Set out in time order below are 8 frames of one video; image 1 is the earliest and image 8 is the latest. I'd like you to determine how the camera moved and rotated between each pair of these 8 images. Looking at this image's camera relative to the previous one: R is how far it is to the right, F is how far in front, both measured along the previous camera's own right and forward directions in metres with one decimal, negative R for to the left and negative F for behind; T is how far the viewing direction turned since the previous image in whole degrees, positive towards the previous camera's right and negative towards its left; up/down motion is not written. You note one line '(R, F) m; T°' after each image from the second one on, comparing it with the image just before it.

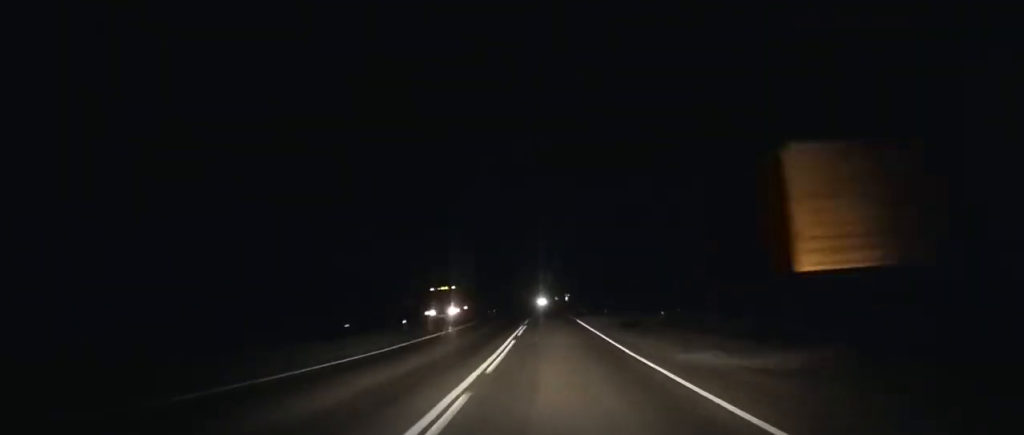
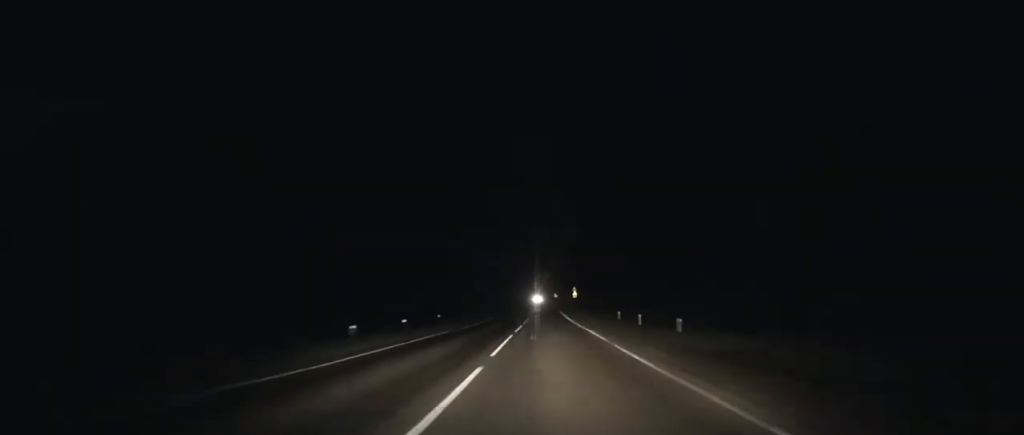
(-0.2, +55.0) m; 0°
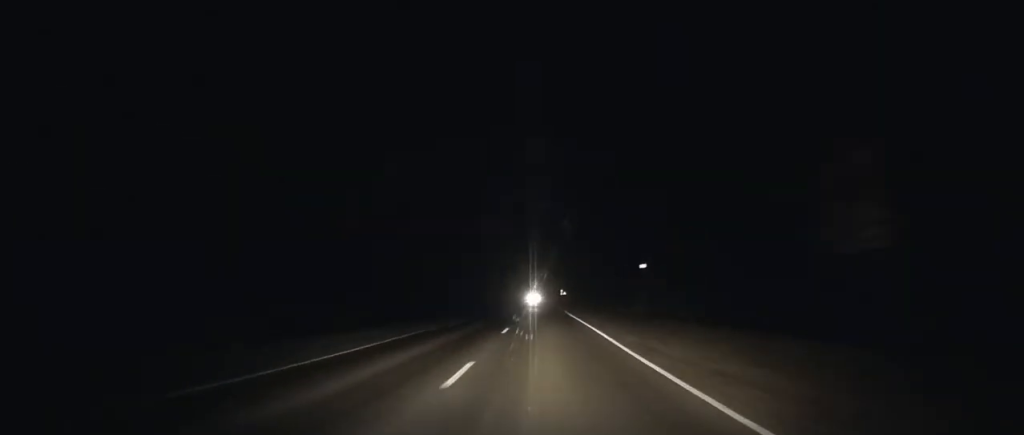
(-0.1, +90.1) m; 0°
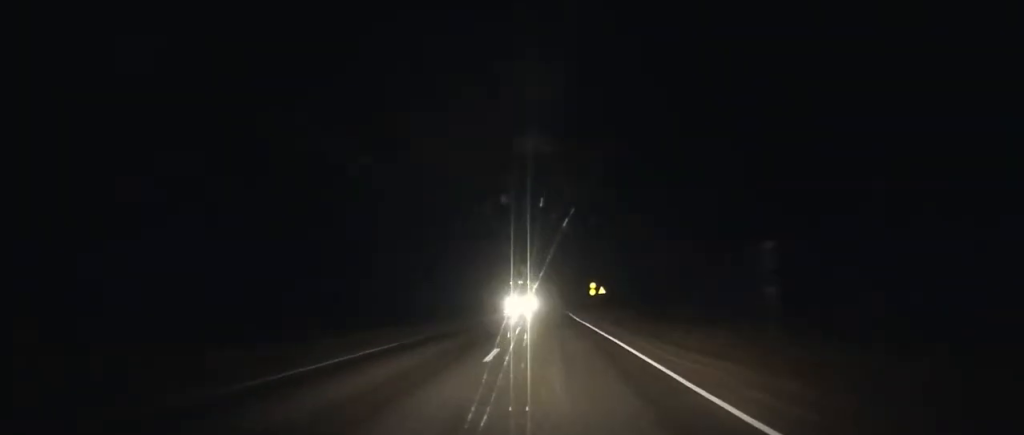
(0.0, +90.5) m; 0°
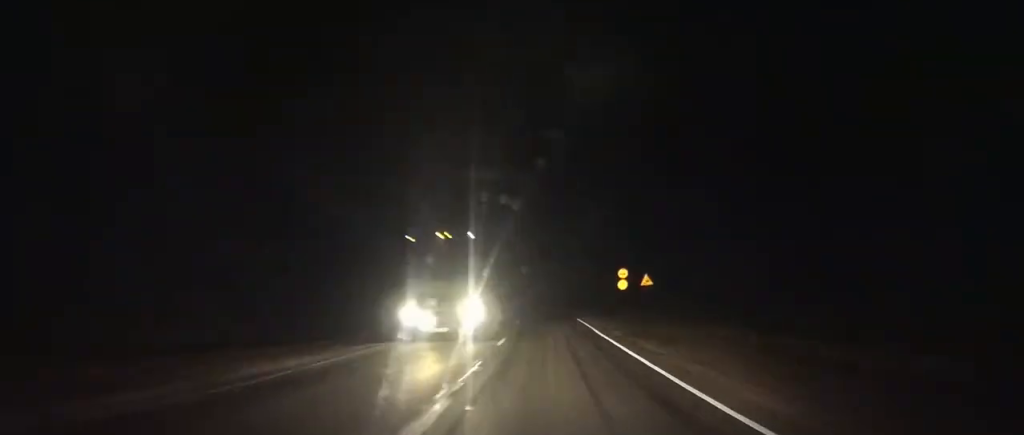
(+0.1, +31.3) m; 0°
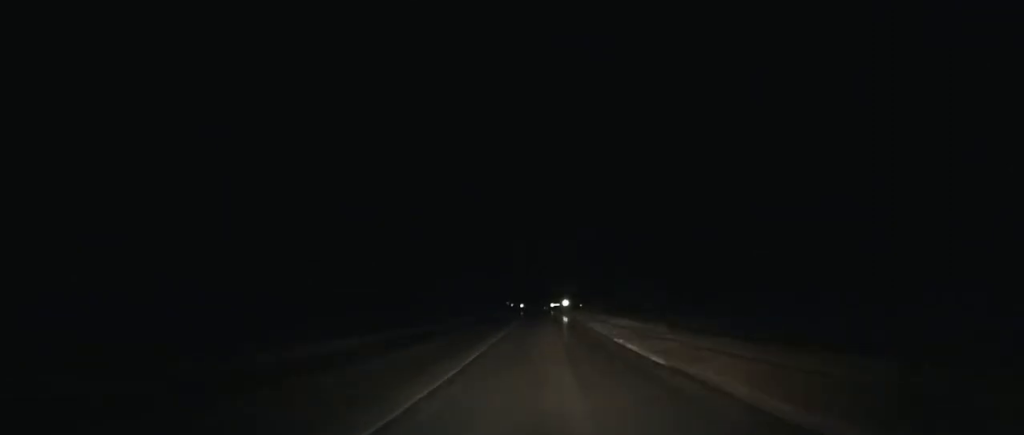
(-0.9, +178.3) m; 0°
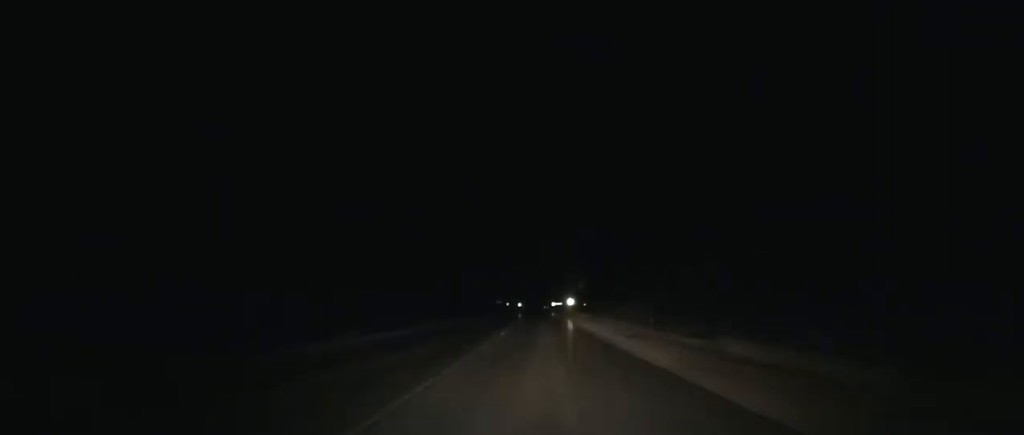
(+0.1, +33.9) m; 0°
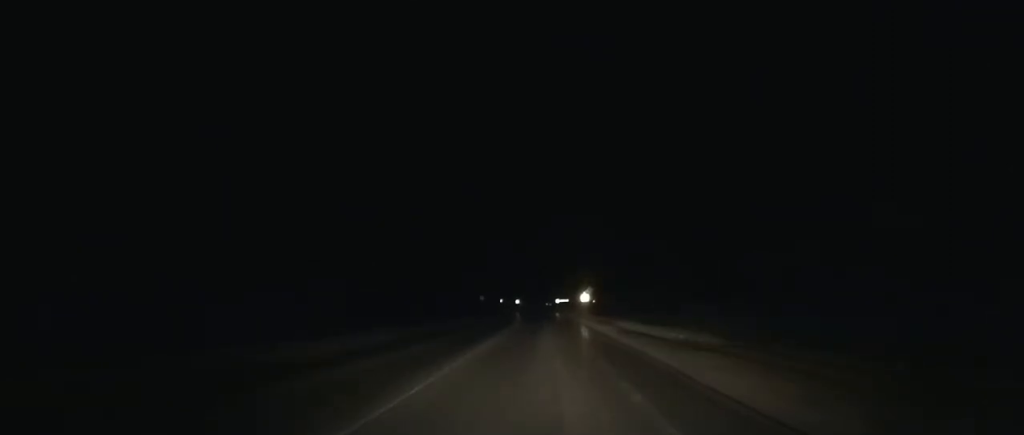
(+0.1, +45.6) m; 0°
